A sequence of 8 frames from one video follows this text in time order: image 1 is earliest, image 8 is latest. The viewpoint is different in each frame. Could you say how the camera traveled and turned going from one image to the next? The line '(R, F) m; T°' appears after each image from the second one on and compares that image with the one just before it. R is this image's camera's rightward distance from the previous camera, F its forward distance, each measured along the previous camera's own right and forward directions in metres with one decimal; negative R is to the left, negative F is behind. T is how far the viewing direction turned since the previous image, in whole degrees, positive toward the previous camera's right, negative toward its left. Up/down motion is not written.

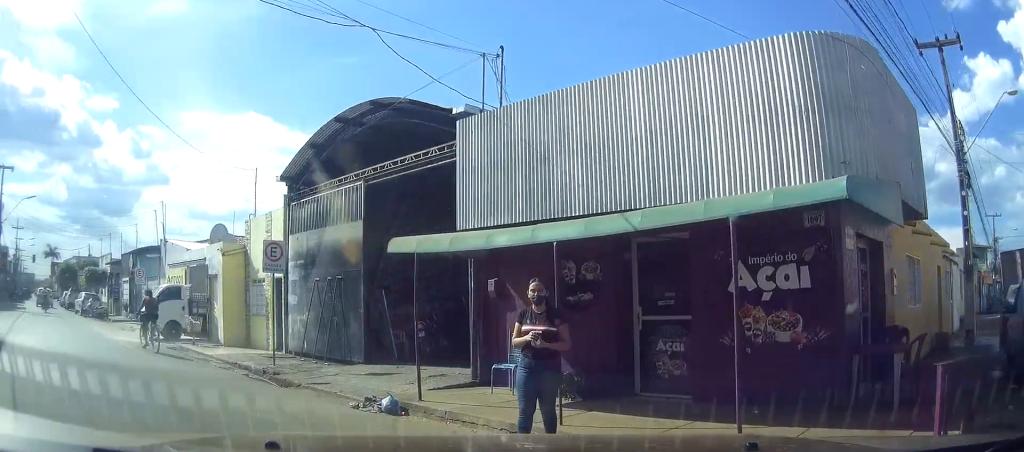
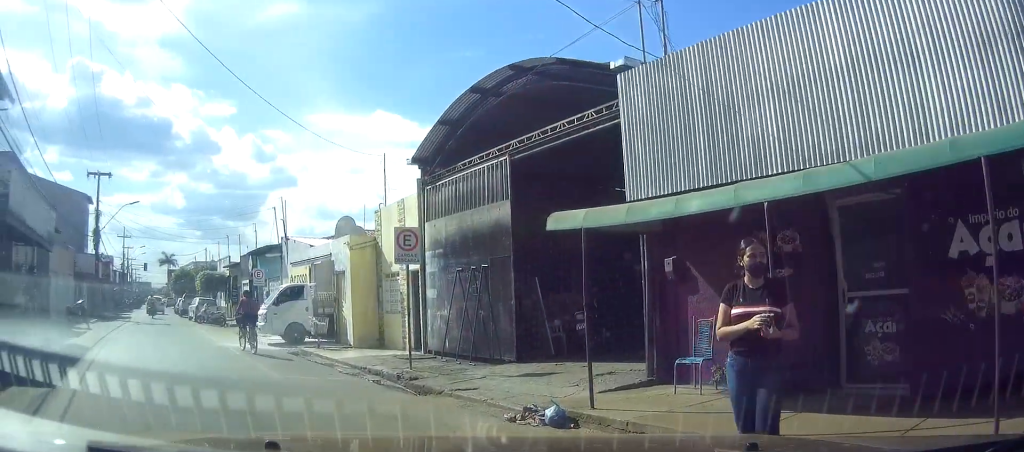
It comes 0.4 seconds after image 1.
(-0.1, +1.4) m; -6°
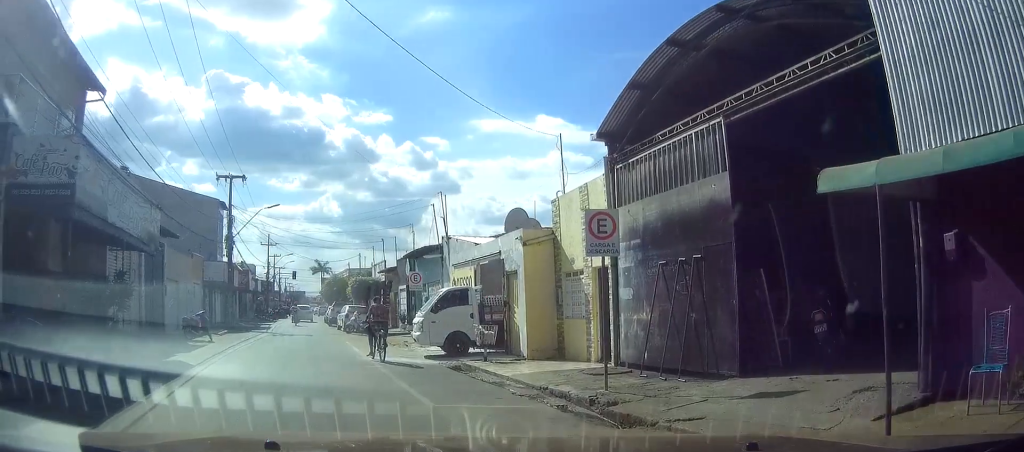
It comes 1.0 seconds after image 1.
(-0.1, +2.4) m; -8°
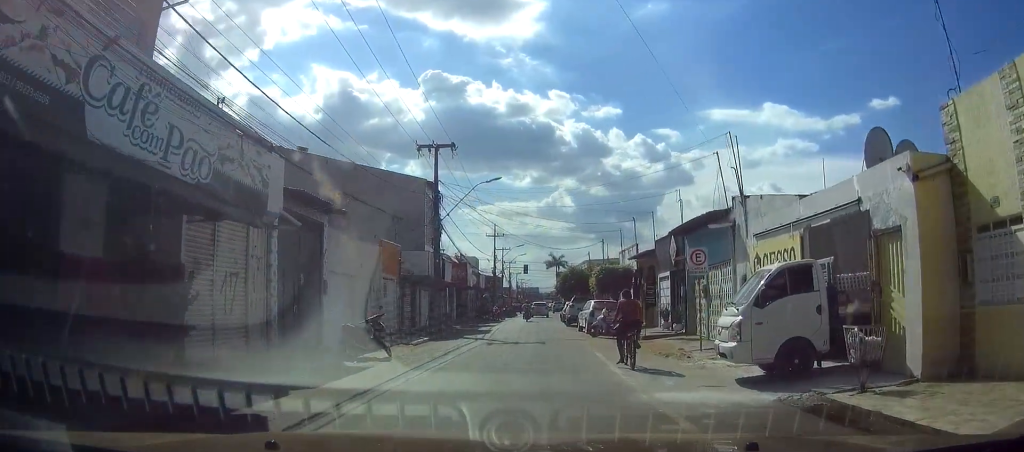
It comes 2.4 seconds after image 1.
(-1.3, +7.4) m; -16°
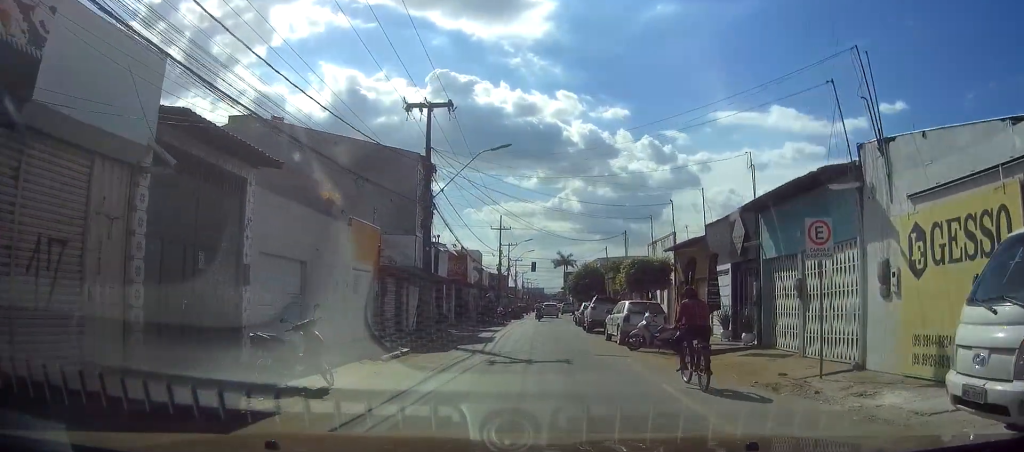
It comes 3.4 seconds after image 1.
(-0.4, +6.8) m; -2°
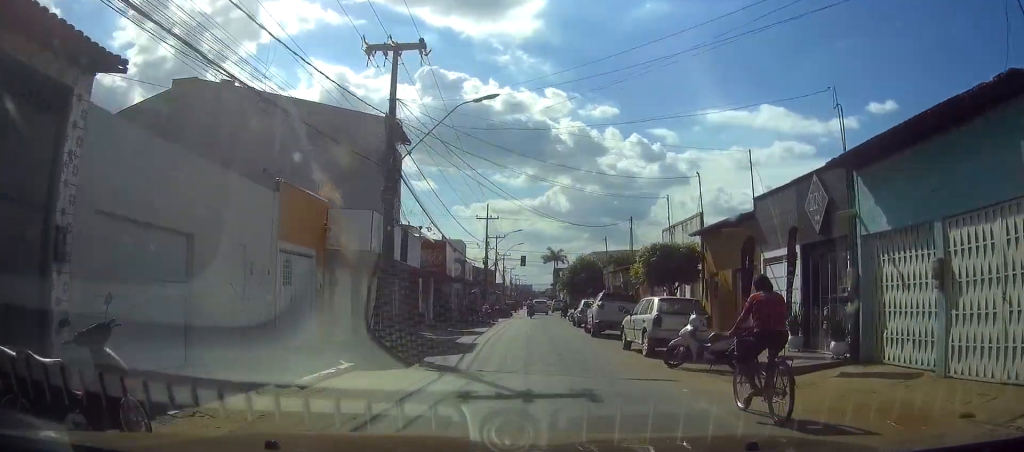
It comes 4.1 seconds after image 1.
(+0.2, +5.8) m; 0°
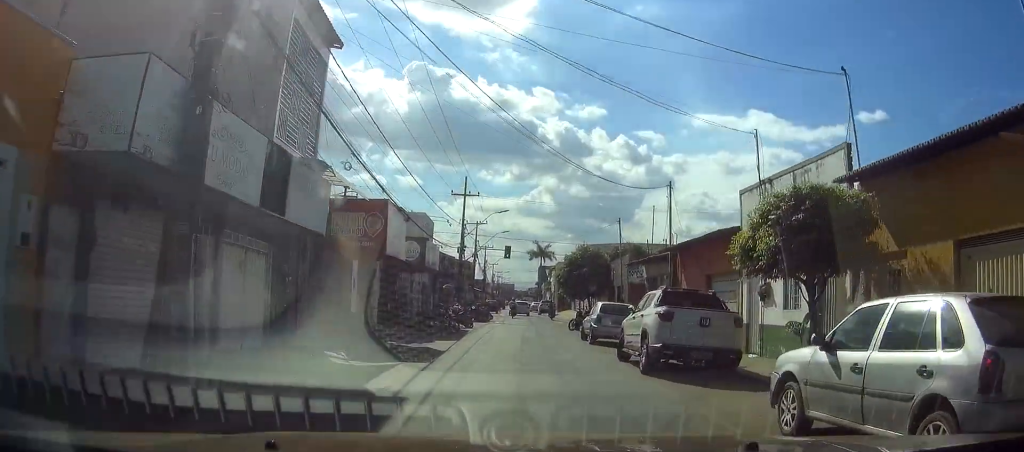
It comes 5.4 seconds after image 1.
(-0.2, +12.2) m; -1°
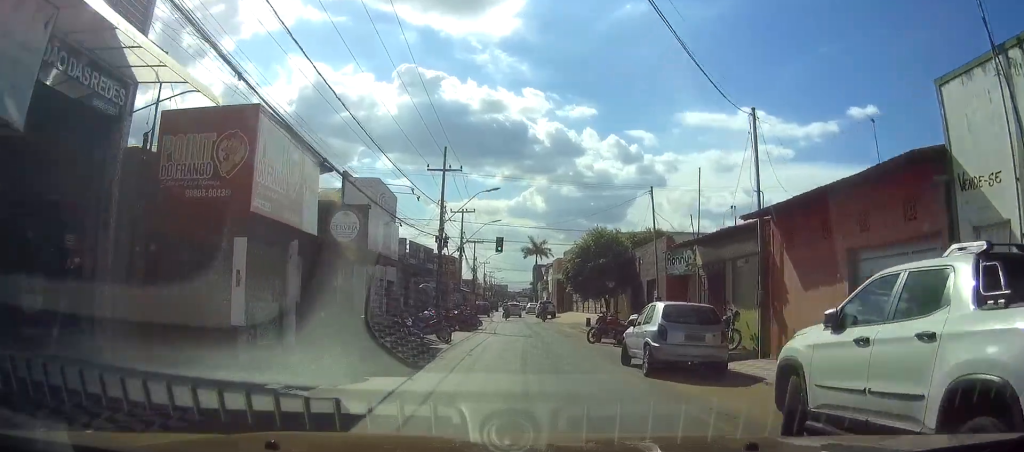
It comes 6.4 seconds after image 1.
(+0.1, +10.0) m; 0°
